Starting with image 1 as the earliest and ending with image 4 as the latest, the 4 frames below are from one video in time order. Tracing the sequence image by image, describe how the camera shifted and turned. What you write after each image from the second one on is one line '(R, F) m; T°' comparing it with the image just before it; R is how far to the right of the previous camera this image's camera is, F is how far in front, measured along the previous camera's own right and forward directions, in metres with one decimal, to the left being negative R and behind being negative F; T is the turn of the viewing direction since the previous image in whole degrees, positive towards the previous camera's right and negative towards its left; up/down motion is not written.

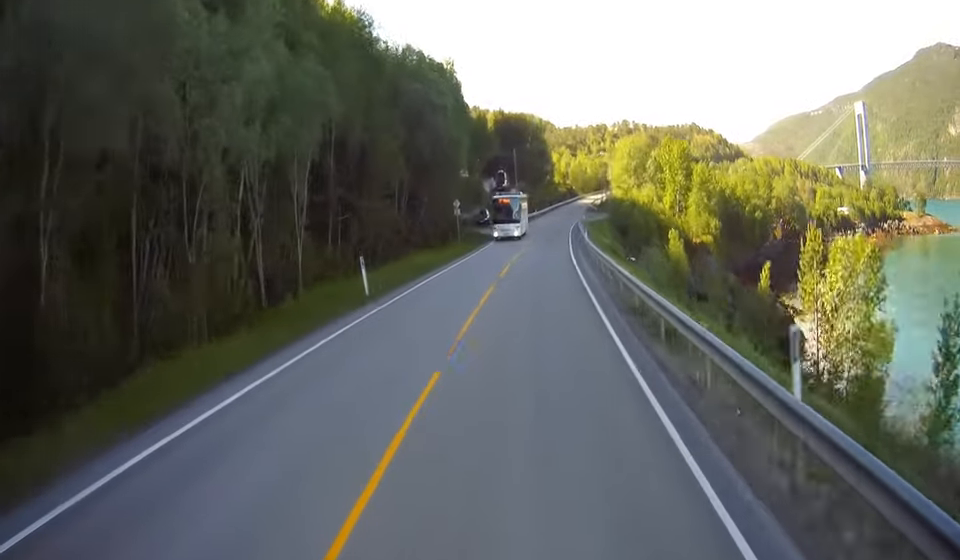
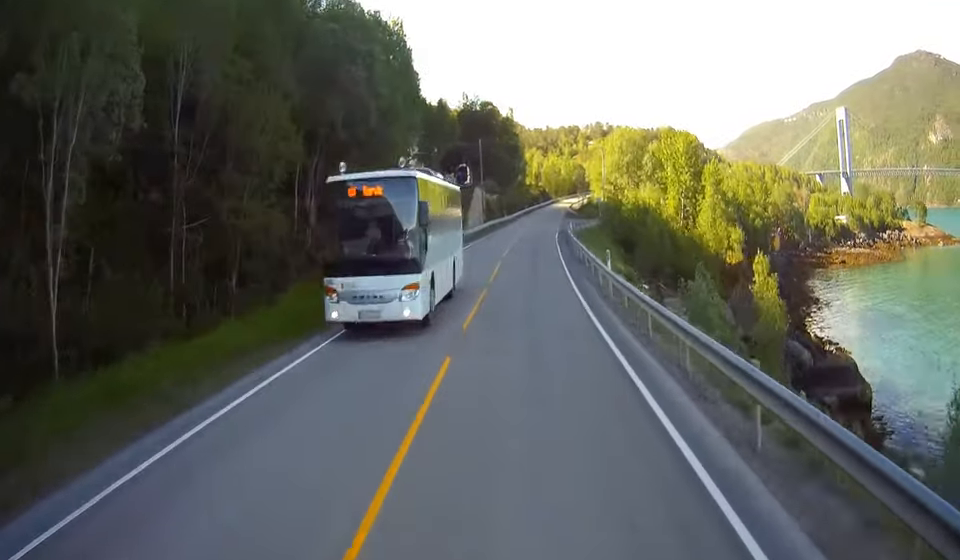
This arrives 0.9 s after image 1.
(+1.2, +25.2) m; +2°
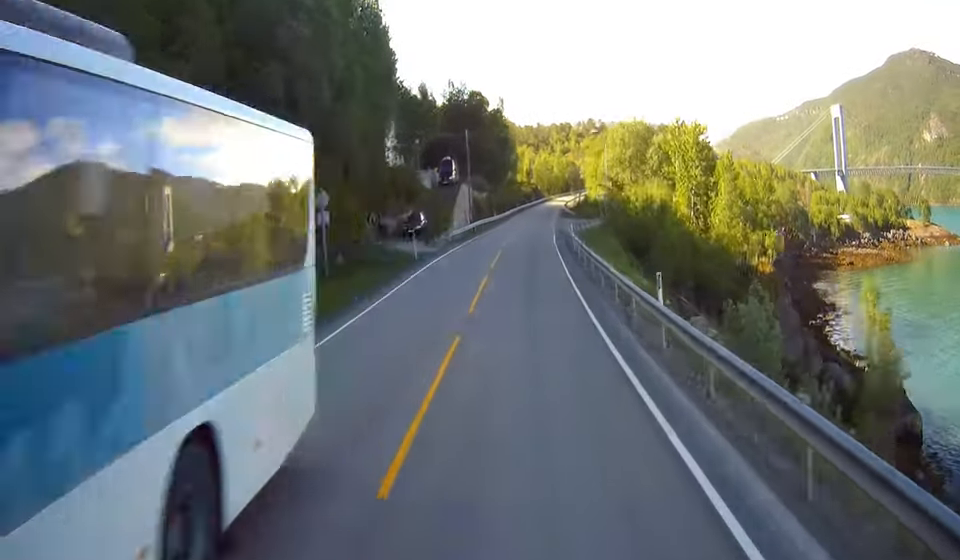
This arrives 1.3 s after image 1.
(0.0, +11.1) m; +1°
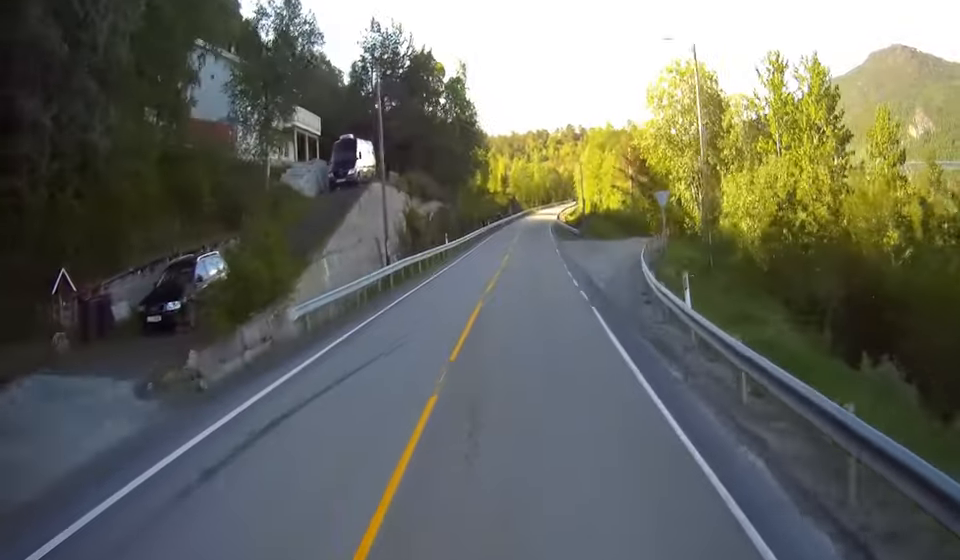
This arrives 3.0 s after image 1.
(+0.9, +47.0) m; +5°
